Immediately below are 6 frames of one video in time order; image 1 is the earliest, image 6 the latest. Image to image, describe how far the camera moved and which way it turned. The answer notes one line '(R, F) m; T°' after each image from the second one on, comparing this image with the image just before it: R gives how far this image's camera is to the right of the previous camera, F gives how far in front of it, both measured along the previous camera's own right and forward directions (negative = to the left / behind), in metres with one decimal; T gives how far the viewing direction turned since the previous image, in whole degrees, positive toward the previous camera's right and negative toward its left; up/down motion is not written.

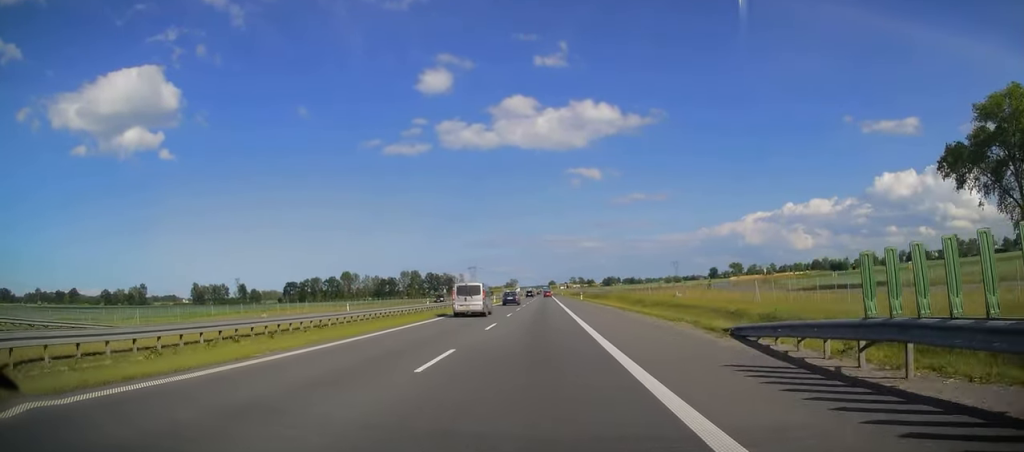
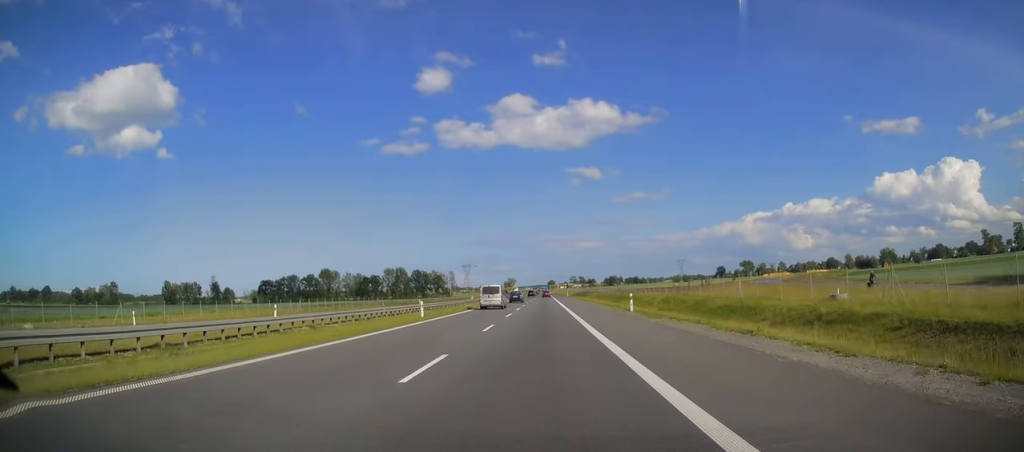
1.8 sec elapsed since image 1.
(0.0, +49.0) m; 0°
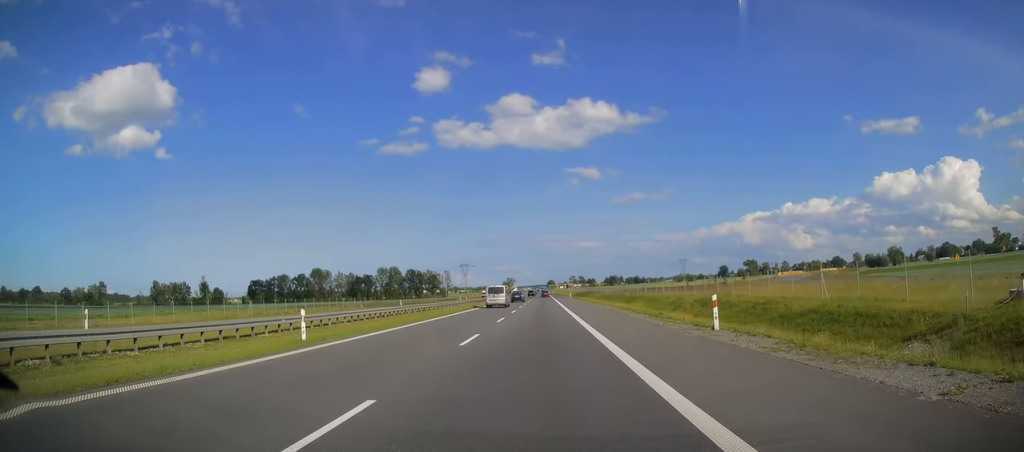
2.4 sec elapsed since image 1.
(0.0, +17.4) m; 0°
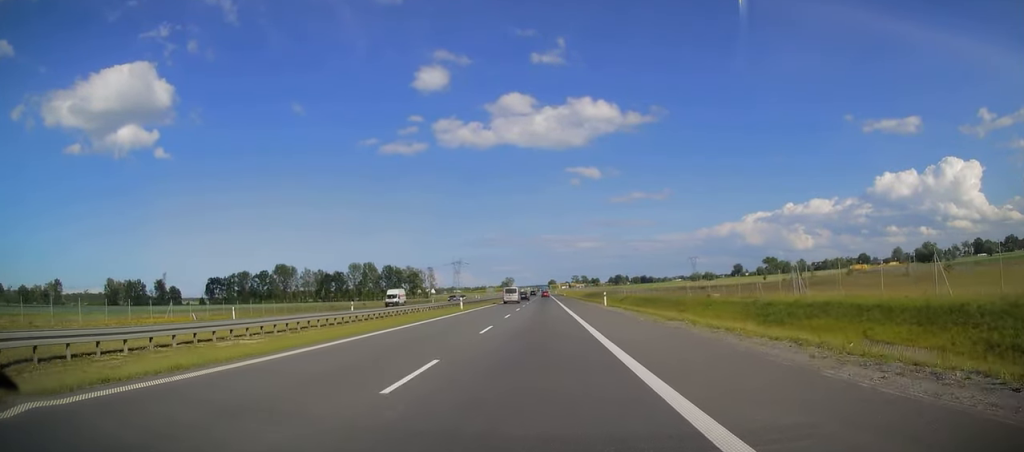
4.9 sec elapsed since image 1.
(0.0, +67.0) m; 0°
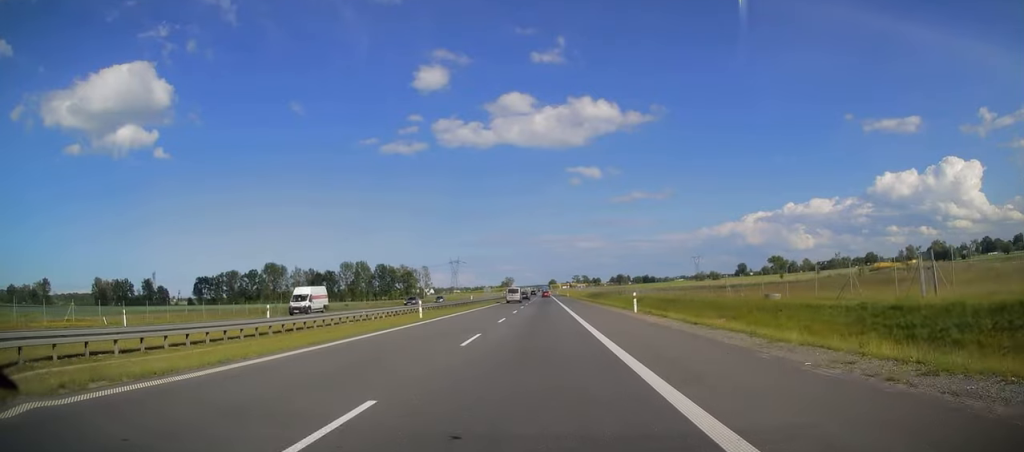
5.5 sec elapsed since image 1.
(+0.1, +16.5) m; 0°
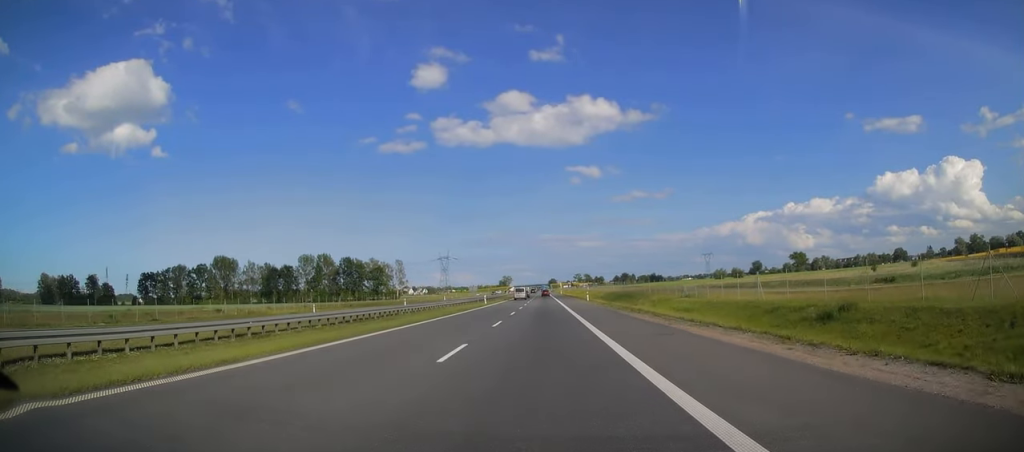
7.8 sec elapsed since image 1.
(+0.1, +63.2) m; 0°
